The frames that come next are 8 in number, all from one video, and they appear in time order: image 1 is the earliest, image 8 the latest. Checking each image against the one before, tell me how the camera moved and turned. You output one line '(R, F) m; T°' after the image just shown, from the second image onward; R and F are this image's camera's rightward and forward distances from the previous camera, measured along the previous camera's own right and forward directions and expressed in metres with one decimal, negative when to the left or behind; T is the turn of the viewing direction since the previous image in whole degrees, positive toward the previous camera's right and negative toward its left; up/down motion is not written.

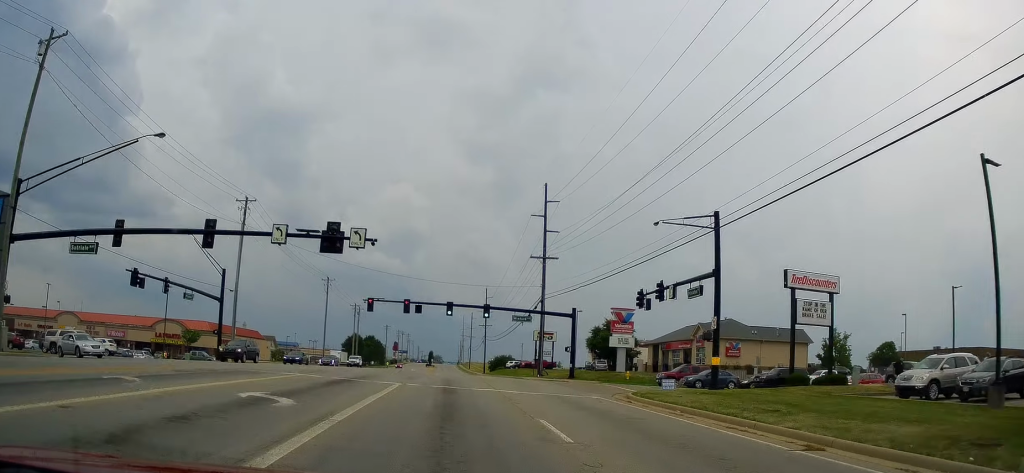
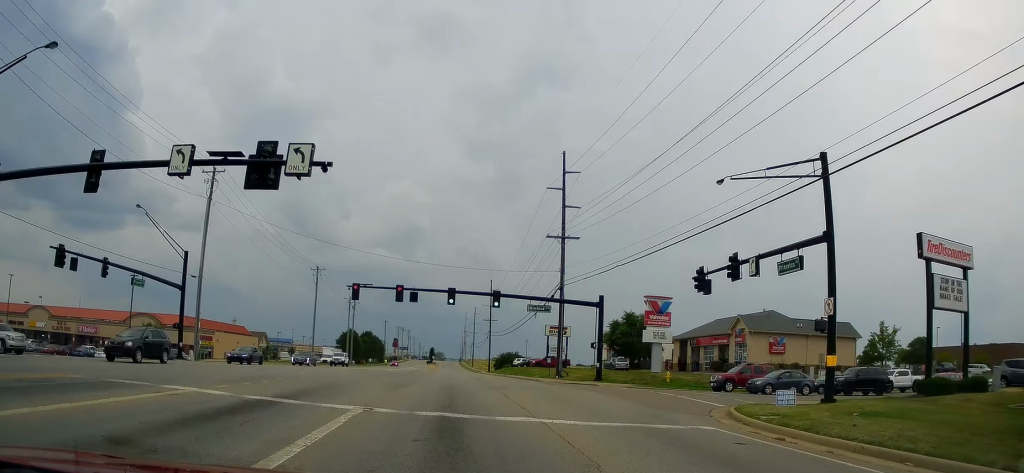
(0.0, +10.3) m; 0°
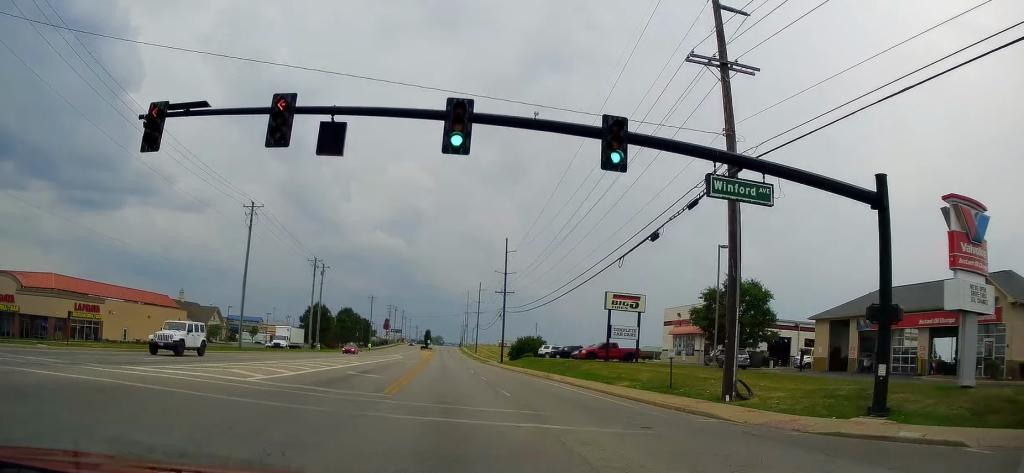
(0.0, +34.3) m; 0°
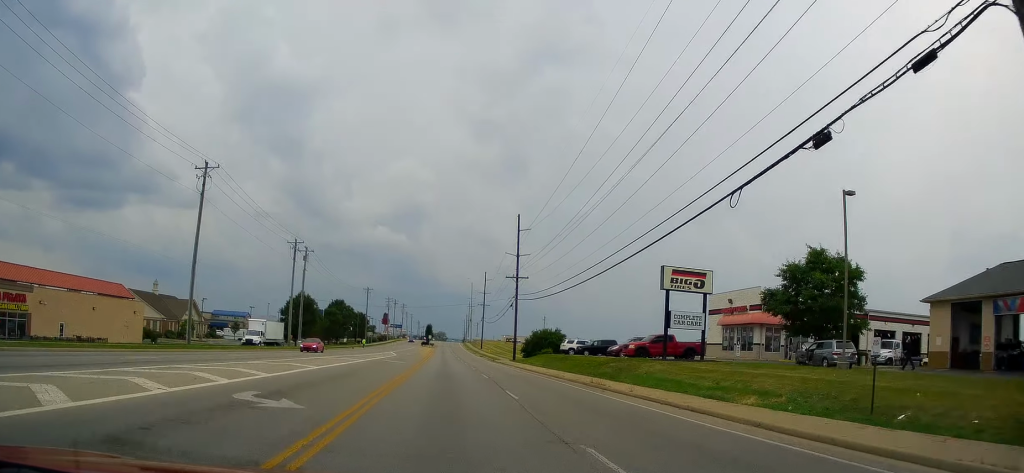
(0.0, +13.9) m; 0°
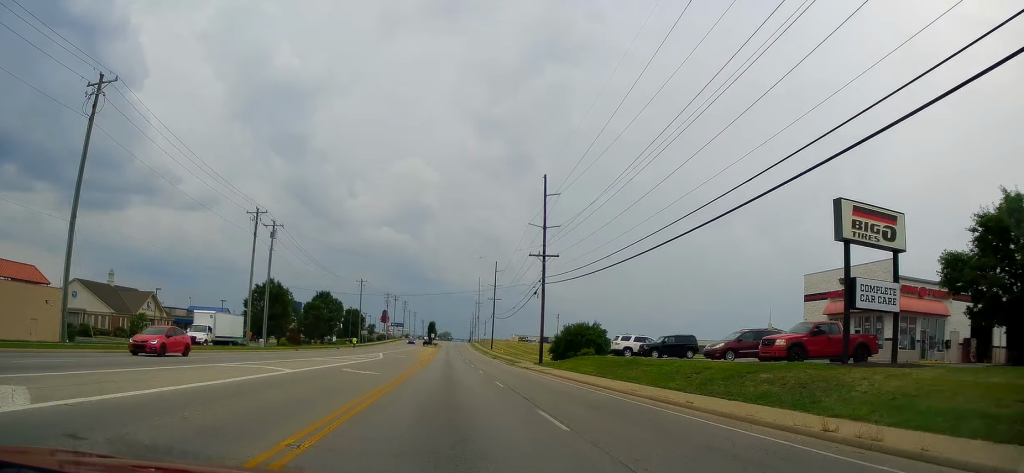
(0.0, +19.1) m; 0°
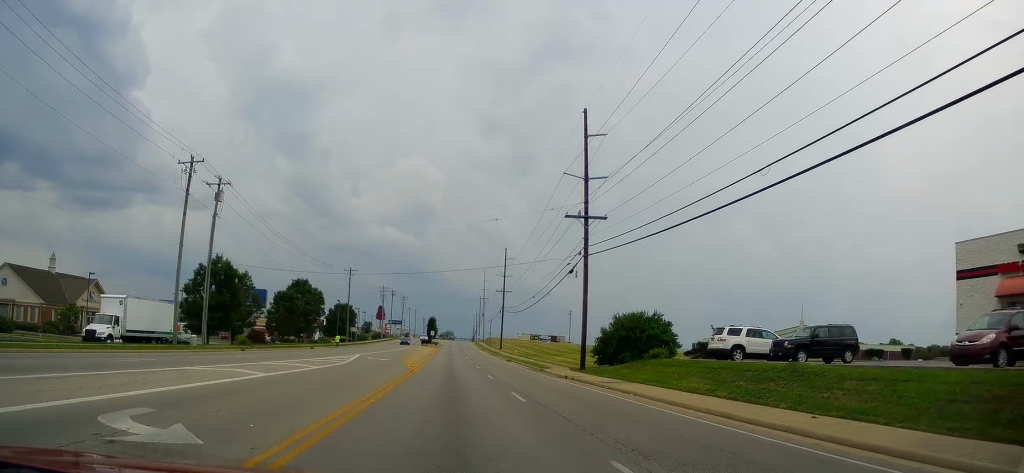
(0.0, +18.0) m; 0°
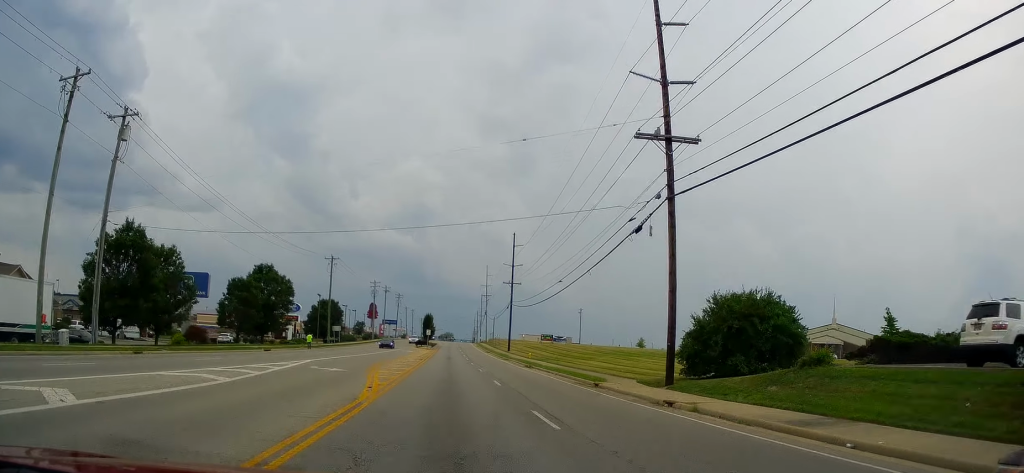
(-0.1, +17.1) m; 0°
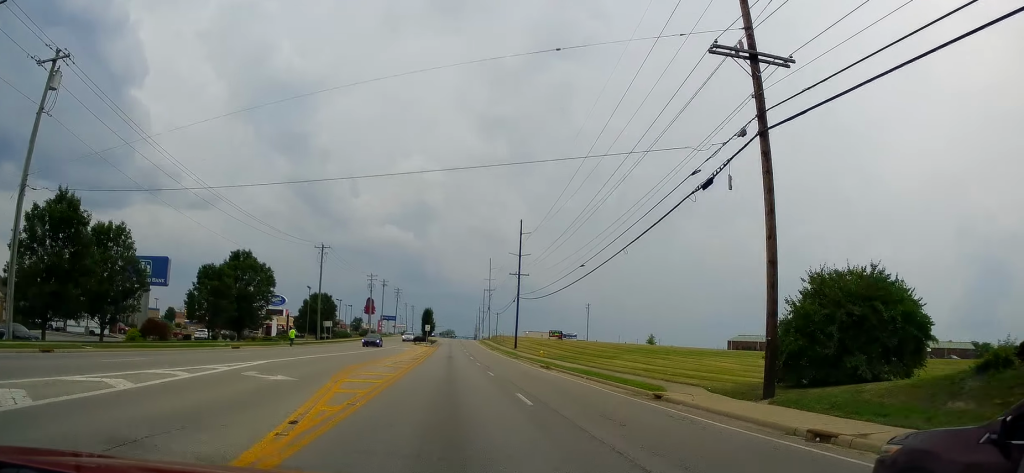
(0.0, +8.4) m; 0°
